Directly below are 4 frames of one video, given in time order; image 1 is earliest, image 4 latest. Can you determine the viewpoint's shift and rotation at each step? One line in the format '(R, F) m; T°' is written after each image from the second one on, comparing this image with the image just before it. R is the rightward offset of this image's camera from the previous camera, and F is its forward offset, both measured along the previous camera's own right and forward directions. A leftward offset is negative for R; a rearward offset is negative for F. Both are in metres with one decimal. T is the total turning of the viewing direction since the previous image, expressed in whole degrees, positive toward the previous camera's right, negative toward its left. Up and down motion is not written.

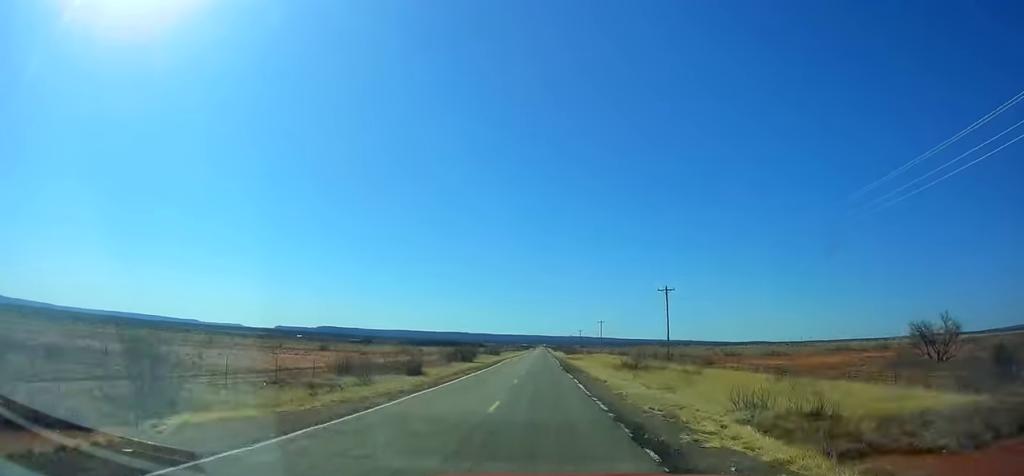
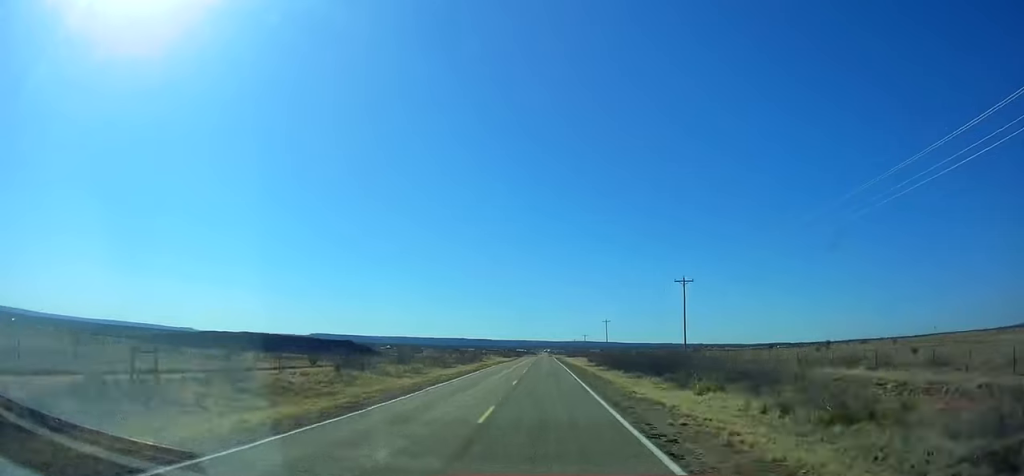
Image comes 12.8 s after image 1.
(+2.1, +373.1) m; 0°
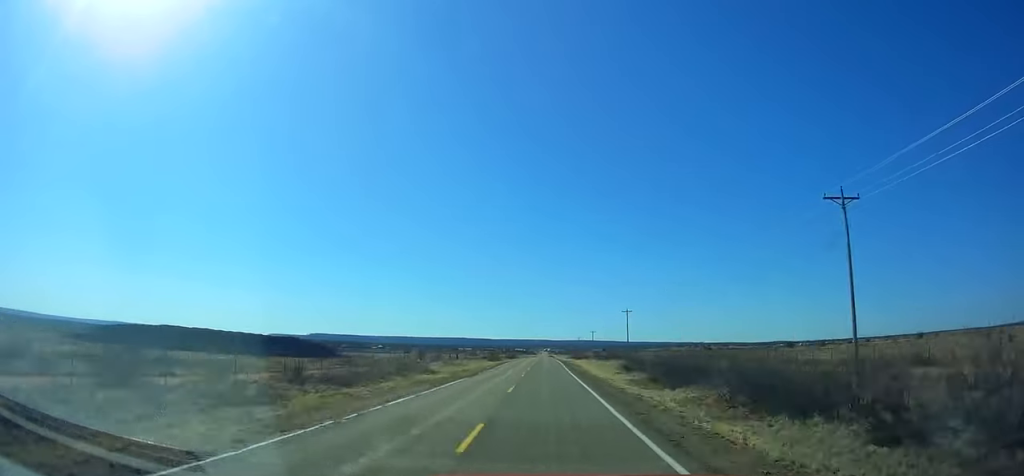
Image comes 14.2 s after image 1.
(0.0, +39.4) m; 0°
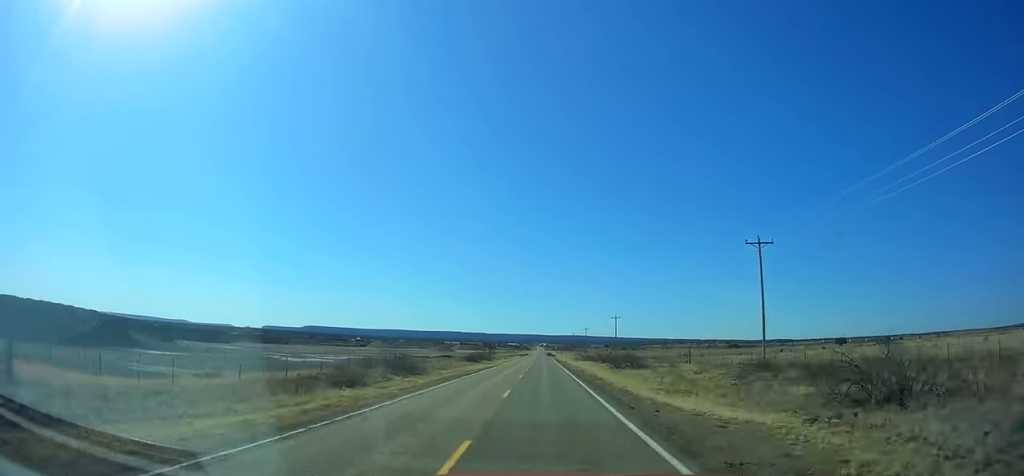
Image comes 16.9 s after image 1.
(0.0, +74.6) m; 0°
